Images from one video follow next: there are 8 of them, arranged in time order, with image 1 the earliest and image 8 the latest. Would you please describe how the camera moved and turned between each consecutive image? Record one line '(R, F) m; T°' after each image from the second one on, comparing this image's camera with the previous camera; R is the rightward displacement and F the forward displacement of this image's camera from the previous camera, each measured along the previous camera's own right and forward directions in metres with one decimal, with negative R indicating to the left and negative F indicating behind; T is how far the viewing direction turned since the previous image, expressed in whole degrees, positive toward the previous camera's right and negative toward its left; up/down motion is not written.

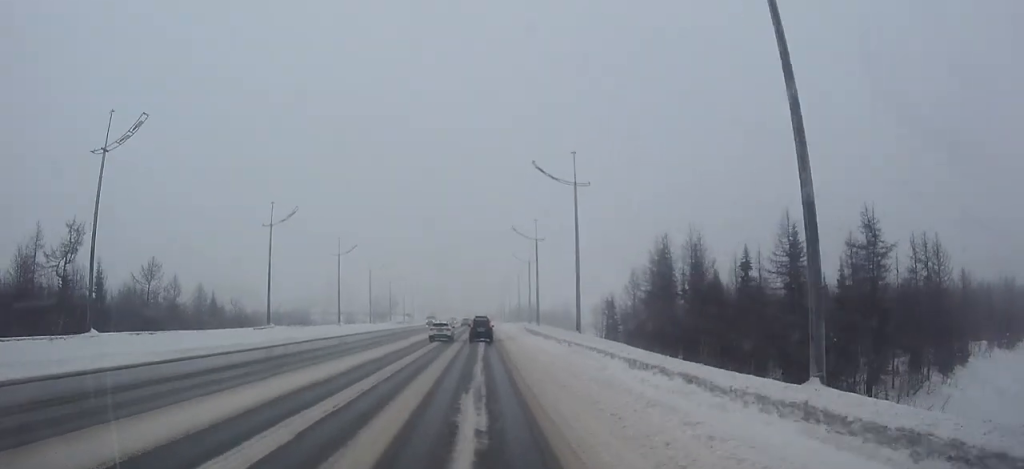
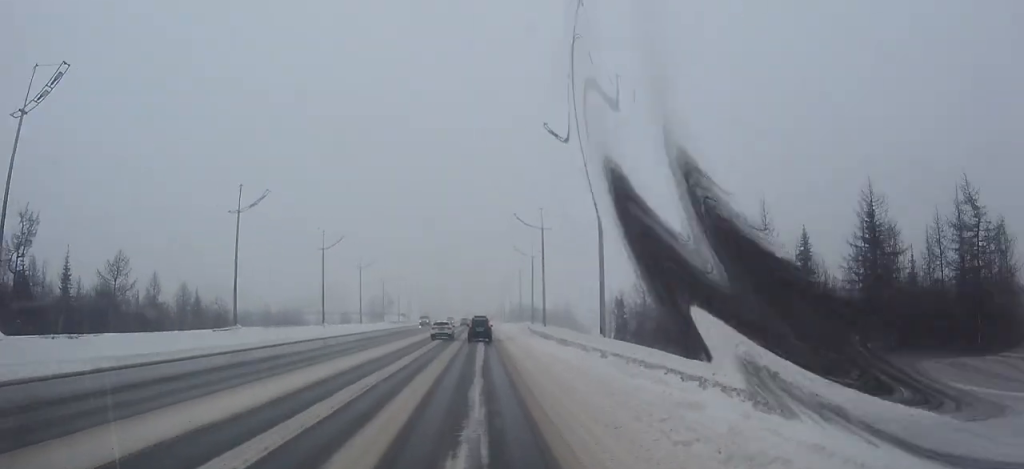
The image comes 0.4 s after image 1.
(0.0, +6.9) m; 0°
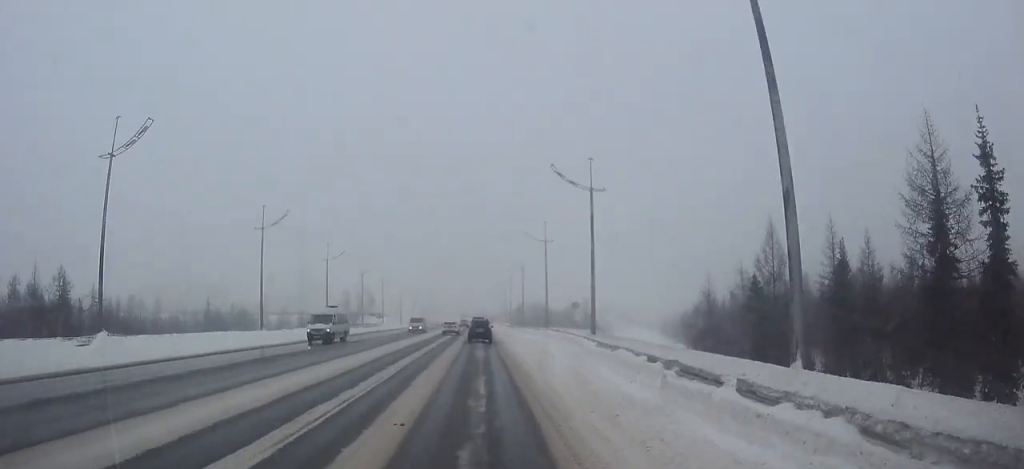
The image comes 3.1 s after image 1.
(+0.1, +41.8) m; 0°
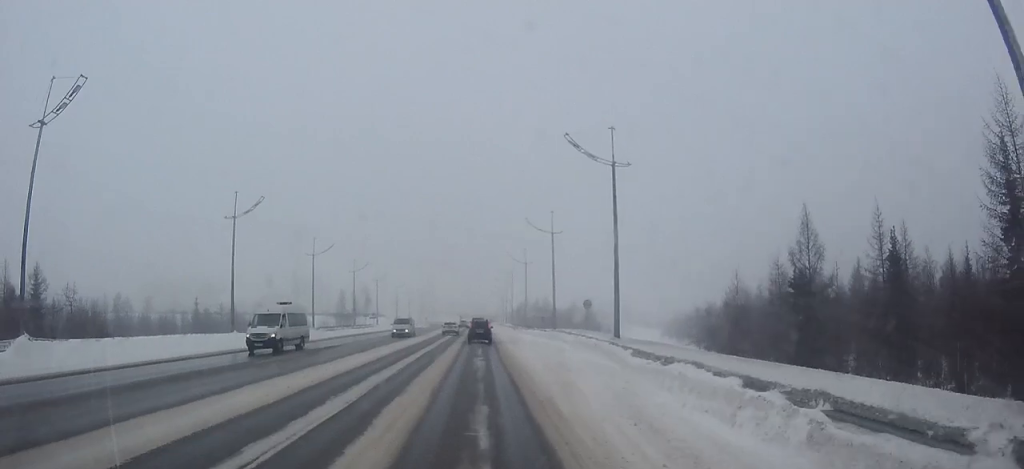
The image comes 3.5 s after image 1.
(0.0, +6.2) m; 0°
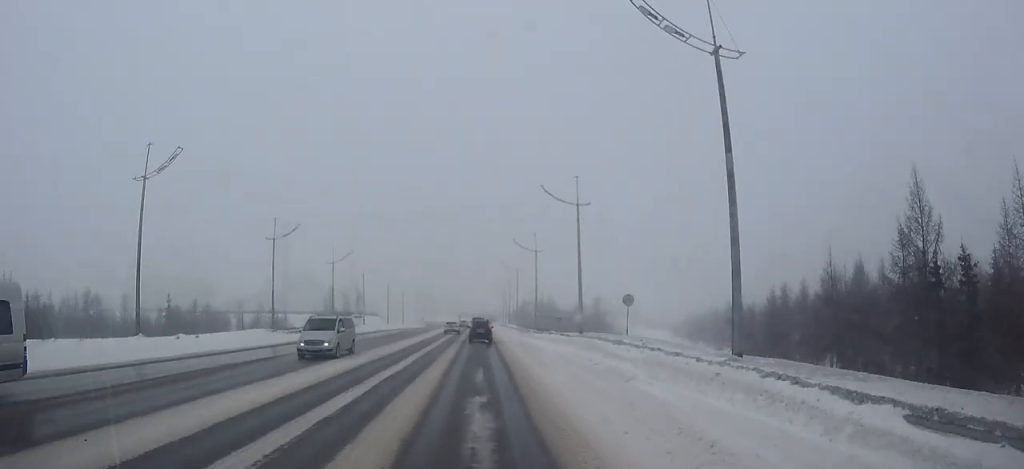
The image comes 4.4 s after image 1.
(0.0, +13.8) m; 0°
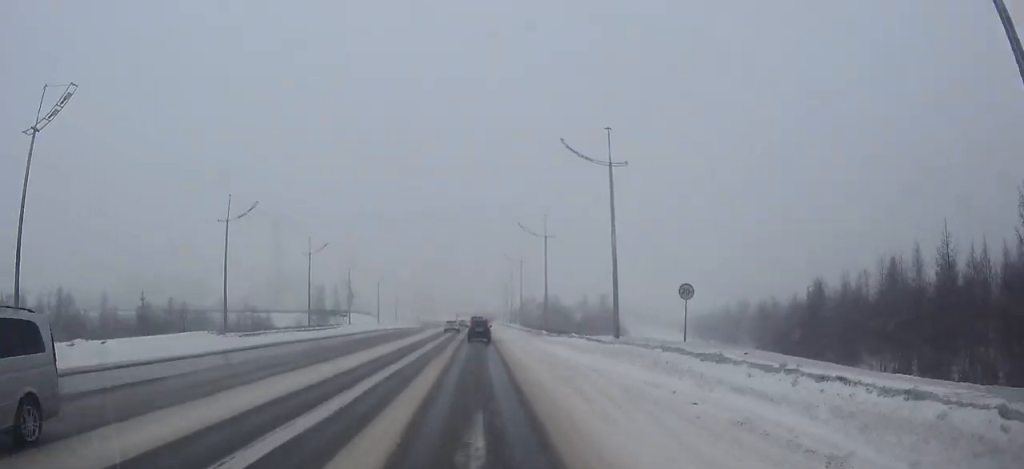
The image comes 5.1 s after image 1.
(0.0, +10.7) m; 0°
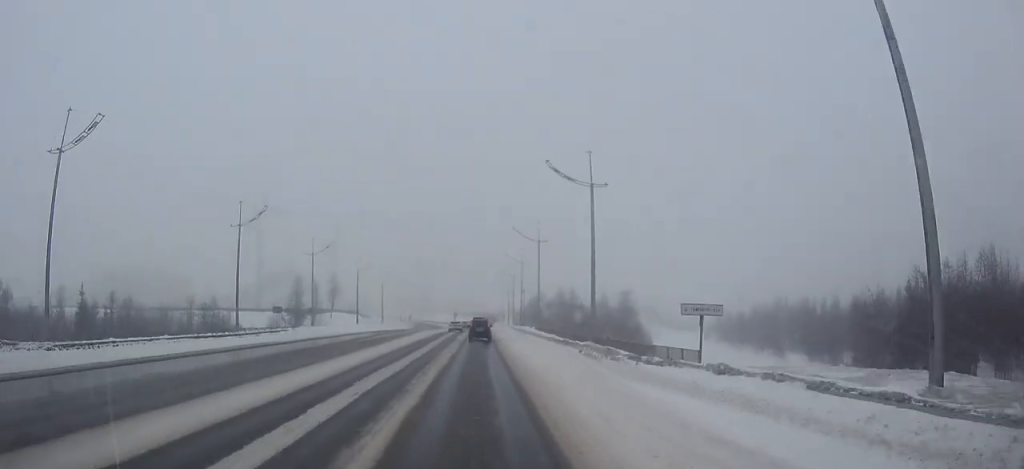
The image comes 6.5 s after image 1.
(0.0, +21.8) m; 0°
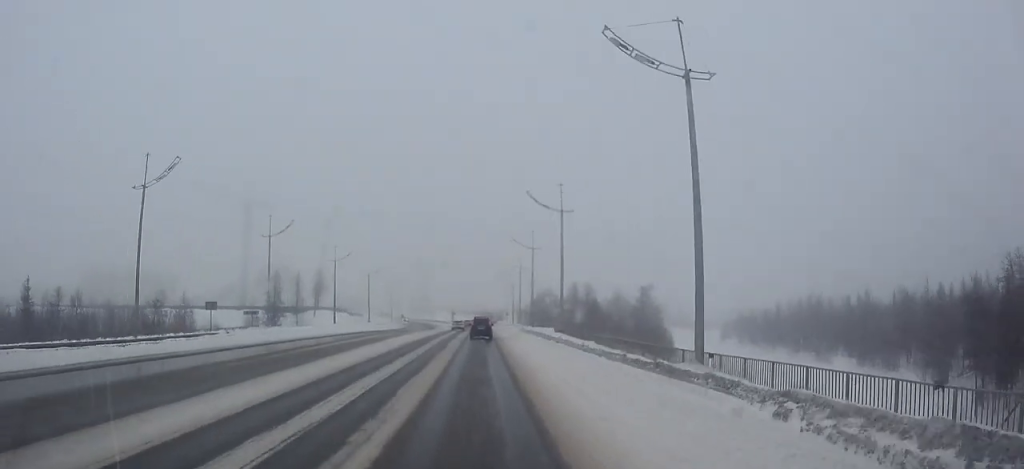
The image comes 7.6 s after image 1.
(0.0, +15.7) m; 0°
